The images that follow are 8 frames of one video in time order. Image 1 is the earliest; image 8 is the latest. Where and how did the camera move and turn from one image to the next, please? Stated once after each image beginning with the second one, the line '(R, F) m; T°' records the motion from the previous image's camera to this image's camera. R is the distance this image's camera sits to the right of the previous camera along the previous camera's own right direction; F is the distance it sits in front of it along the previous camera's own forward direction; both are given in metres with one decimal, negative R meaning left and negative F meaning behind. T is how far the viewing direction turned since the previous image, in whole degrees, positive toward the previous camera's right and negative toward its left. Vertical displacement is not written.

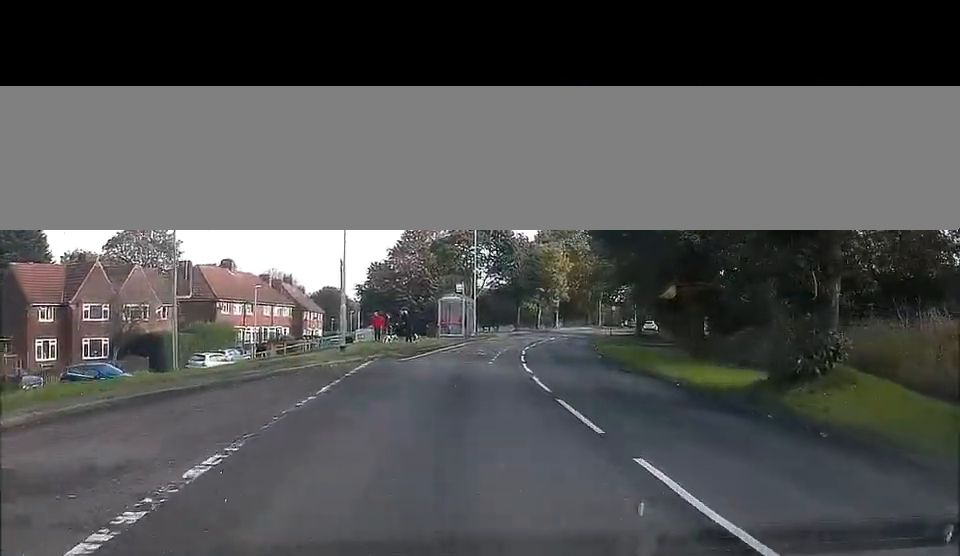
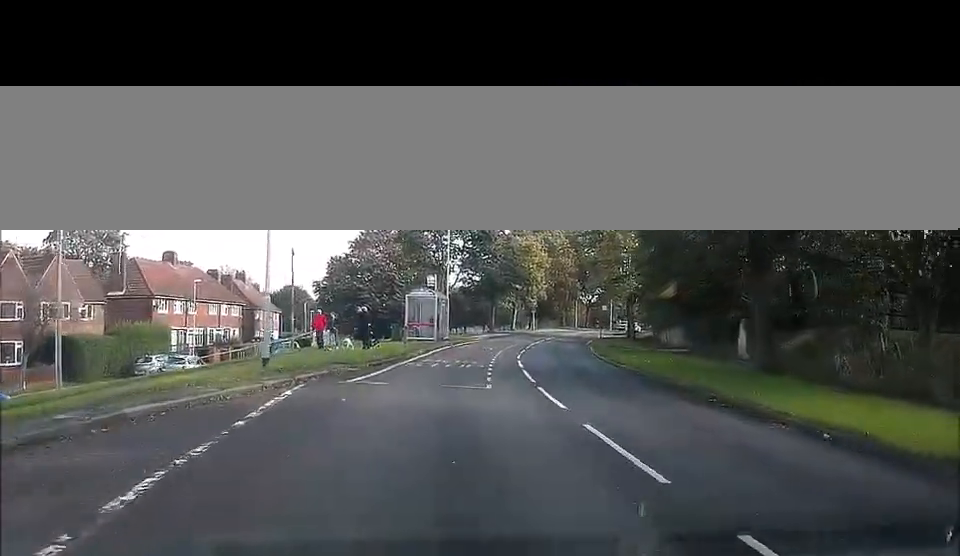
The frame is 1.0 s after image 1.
(+0.3, +9.5) m; +5°
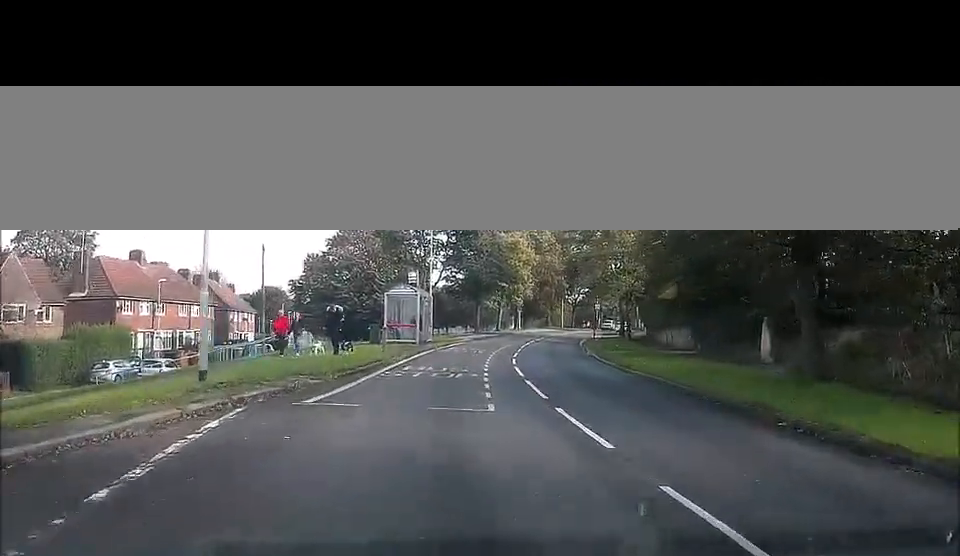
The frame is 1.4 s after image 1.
(+0.2, +4.2) m; +2°
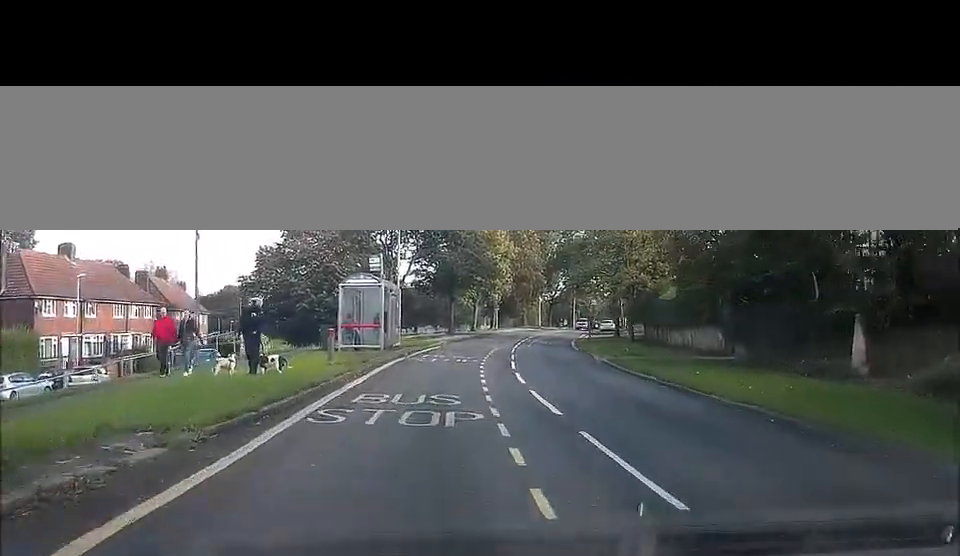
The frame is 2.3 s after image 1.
(+0.2, +9.0) m; +3°
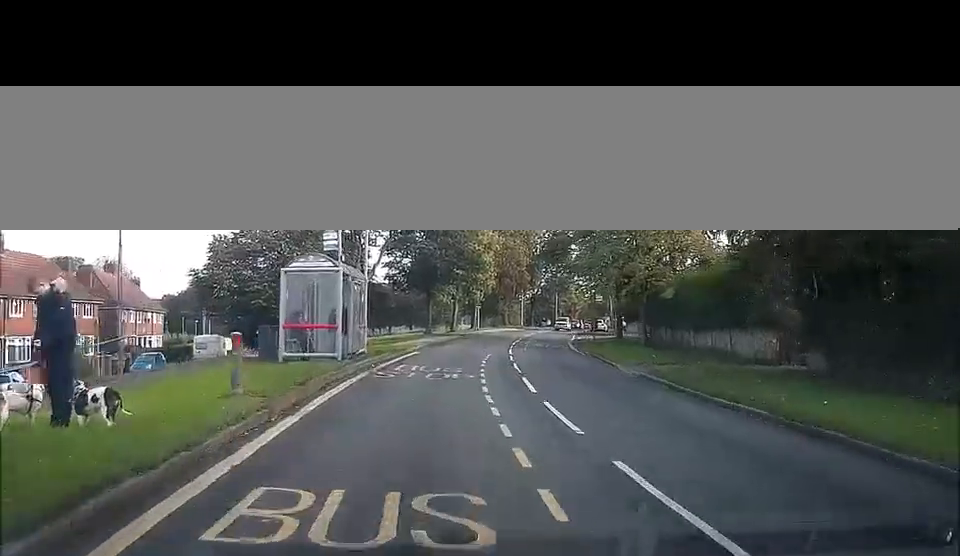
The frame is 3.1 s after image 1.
(+0.2, +8.2) m; 0°
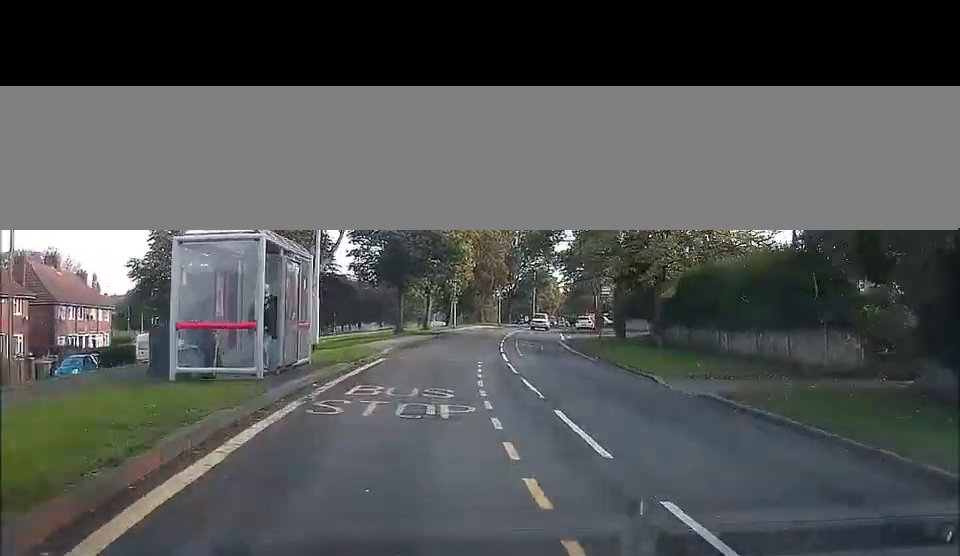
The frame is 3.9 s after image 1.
(+0.1, +7.6) m; 0°
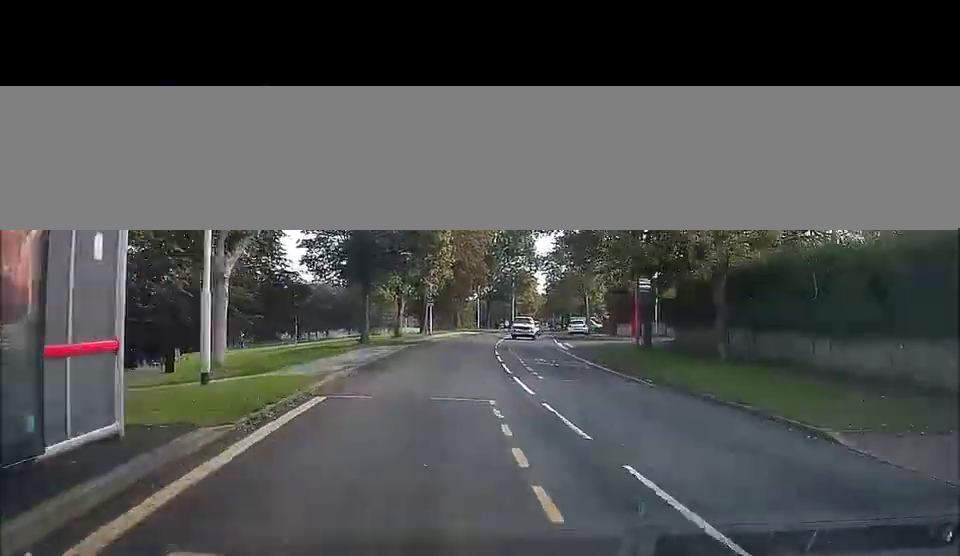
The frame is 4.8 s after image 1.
(-0.2, +10.2) m; +1°
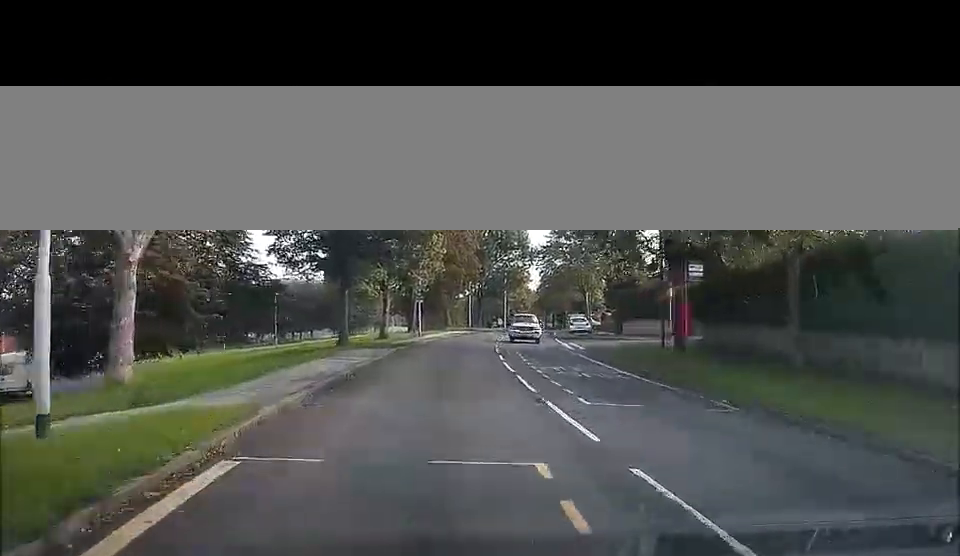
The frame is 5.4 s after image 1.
(+0.2, +6.0) m; +3°
